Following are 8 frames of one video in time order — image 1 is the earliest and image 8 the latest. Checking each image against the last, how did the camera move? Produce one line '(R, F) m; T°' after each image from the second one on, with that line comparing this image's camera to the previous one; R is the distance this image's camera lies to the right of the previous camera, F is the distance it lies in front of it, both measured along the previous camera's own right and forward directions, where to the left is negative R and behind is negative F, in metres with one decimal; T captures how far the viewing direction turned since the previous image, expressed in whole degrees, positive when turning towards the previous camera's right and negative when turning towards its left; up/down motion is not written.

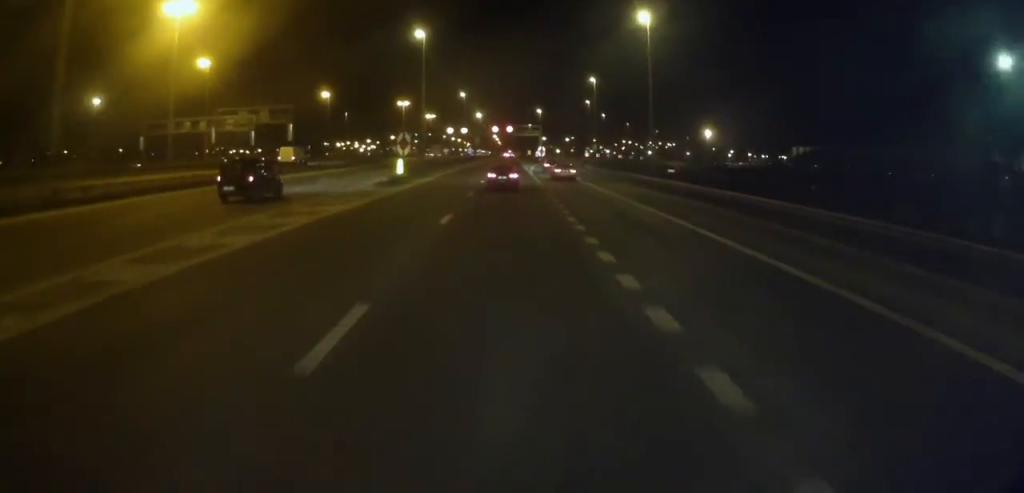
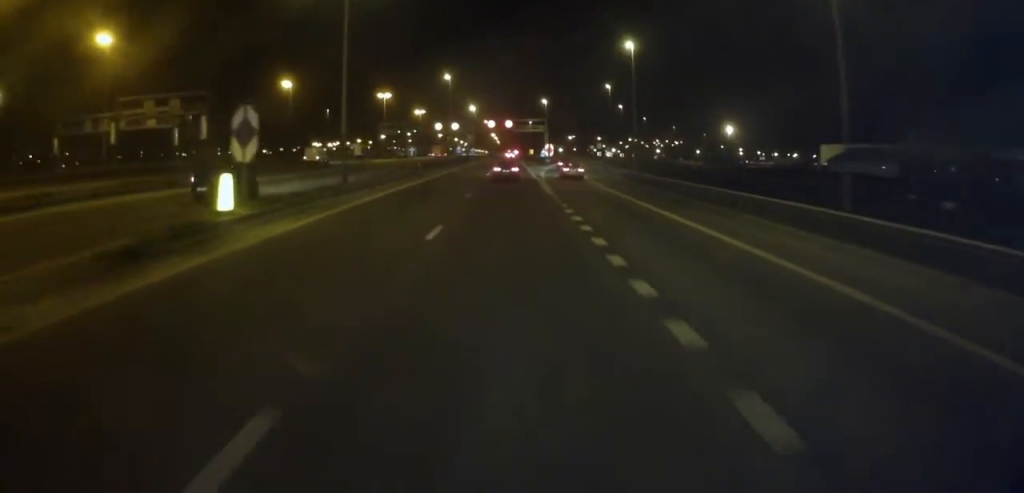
(-0.2, +28.7) m; -1°
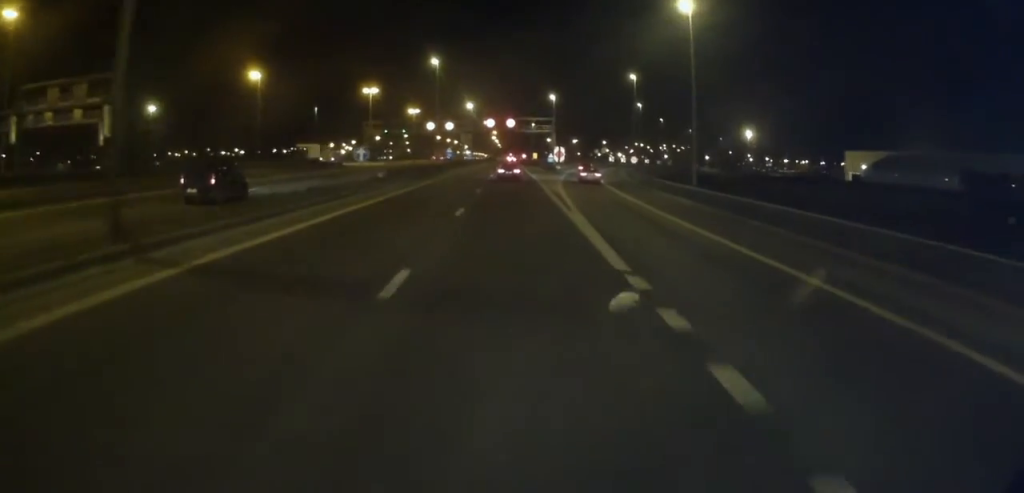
(-0.1, +19.7) m; 0°
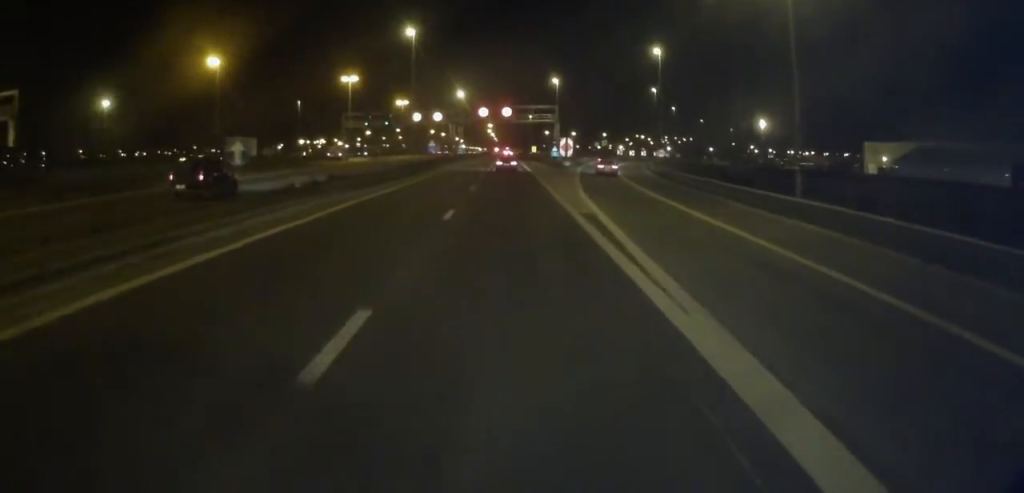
(0.0, +16.6) m; 0°
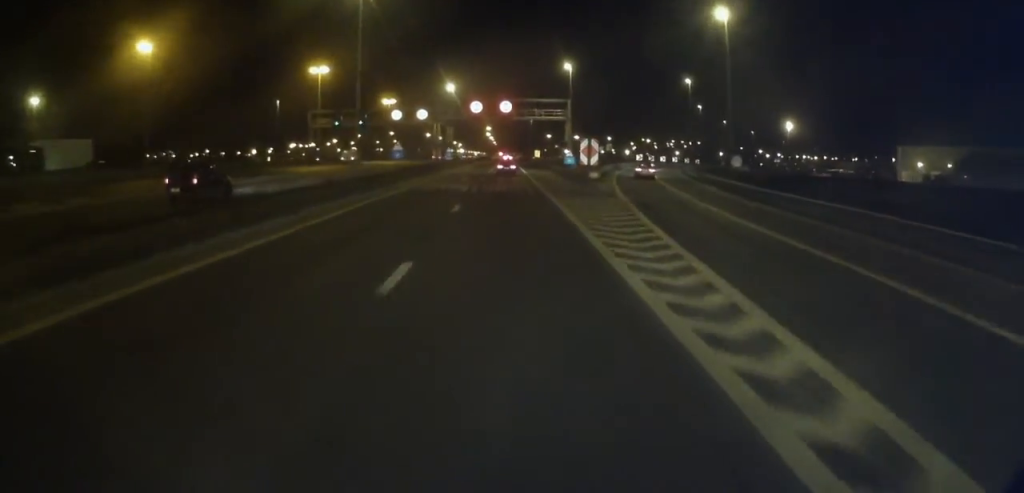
(0.0, +22.3) m; 0°
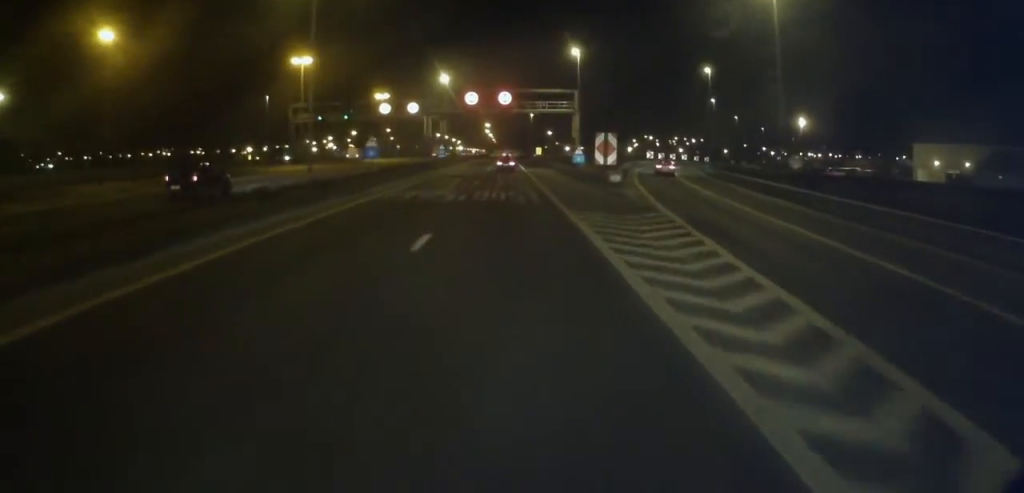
(+0.1, +9.5) m; 0°
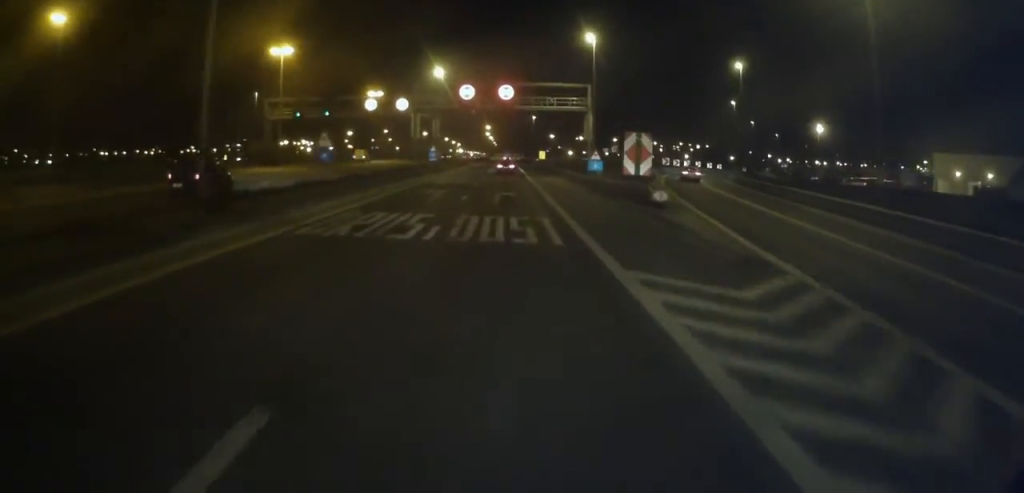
(0.0, +10.9) m; 0°
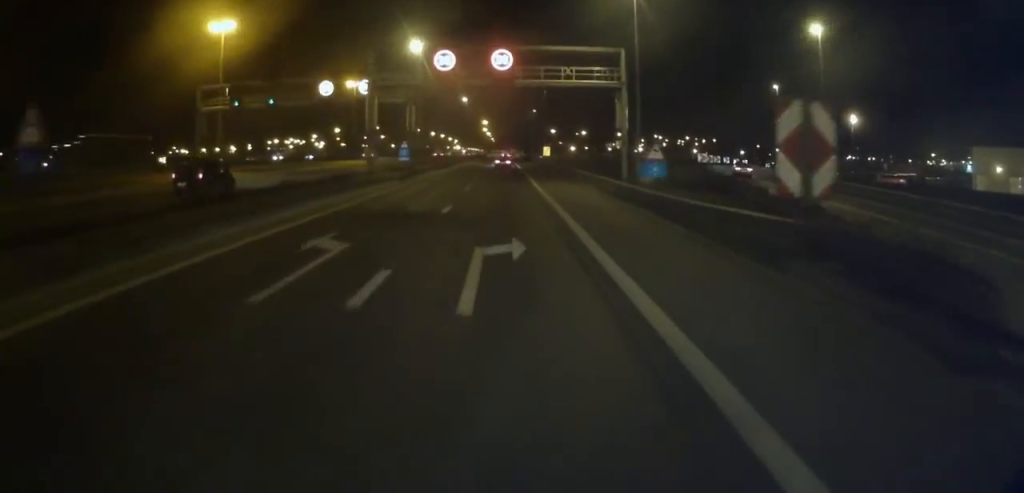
(-0.2, +20.2) m; 0°
